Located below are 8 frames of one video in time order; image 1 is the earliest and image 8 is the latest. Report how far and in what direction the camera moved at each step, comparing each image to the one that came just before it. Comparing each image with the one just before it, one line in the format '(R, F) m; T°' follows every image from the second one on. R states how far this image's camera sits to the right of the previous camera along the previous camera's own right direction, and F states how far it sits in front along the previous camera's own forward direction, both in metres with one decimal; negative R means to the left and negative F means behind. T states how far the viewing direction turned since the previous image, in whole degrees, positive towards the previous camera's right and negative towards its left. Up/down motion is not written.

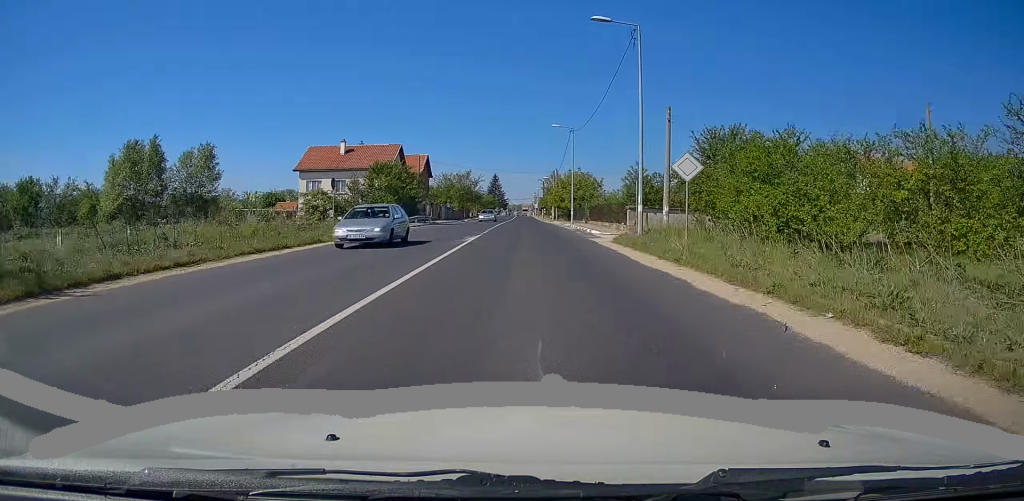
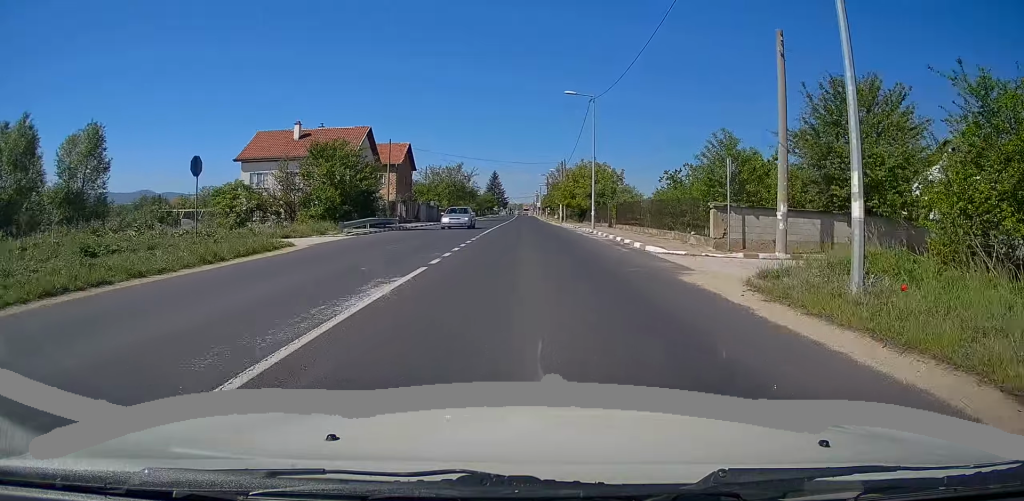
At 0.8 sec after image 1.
(+0.1, +15.2) m; 0°
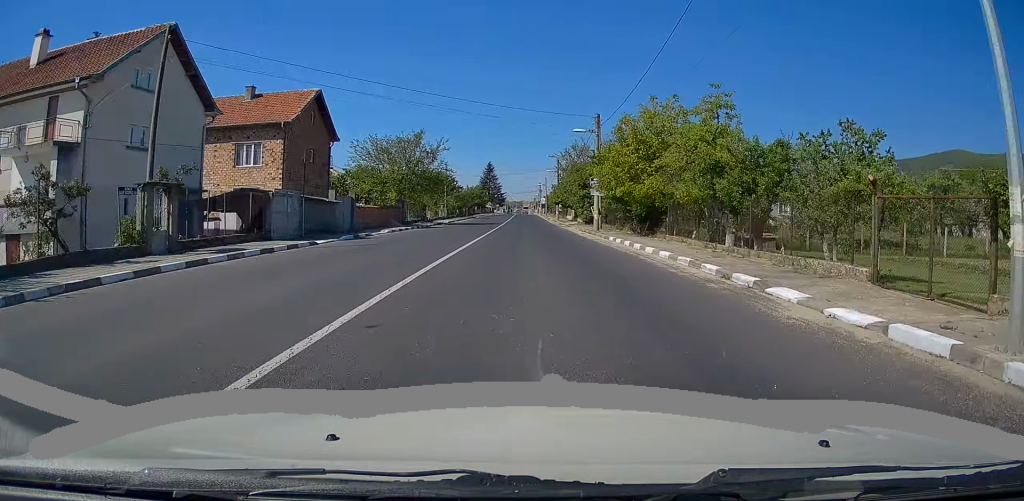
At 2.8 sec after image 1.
(-0.2, +33.8) m; -1°
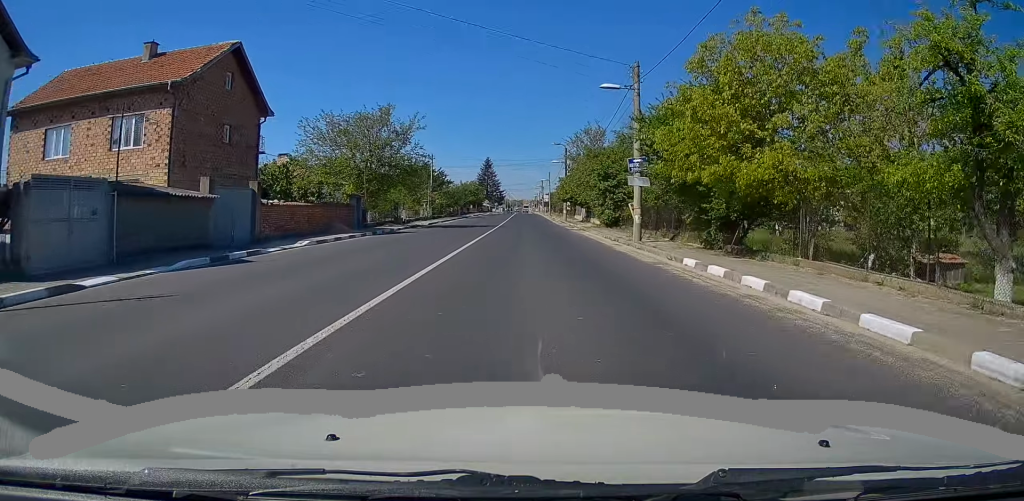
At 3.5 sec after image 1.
(-0.1, +12.9) m; 0°
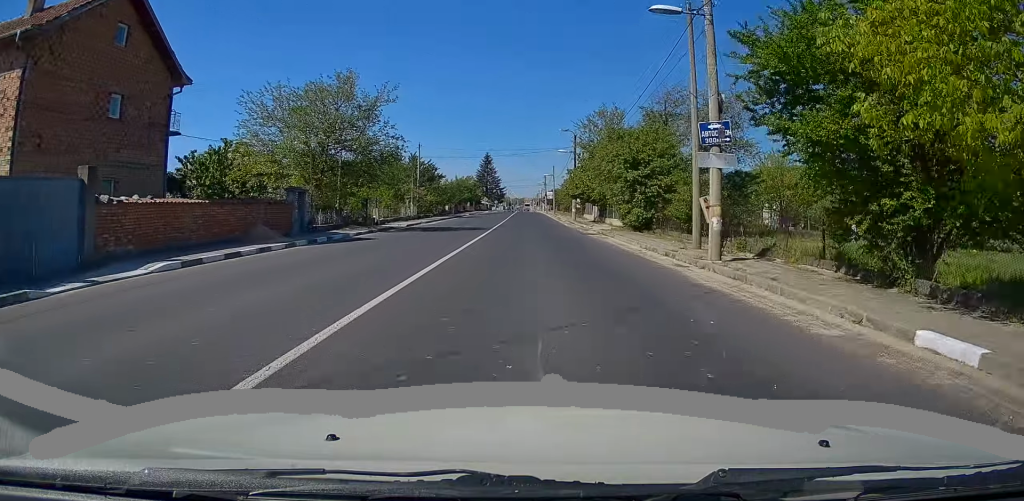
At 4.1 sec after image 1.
(-0.1, +9.3) m; 0°
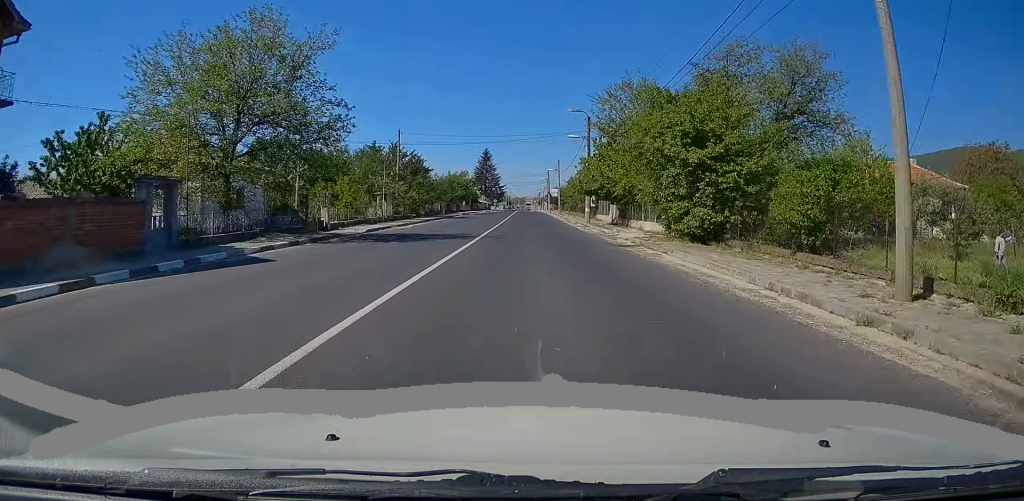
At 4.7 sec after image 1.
(+0.1, +10.2) m; 0°
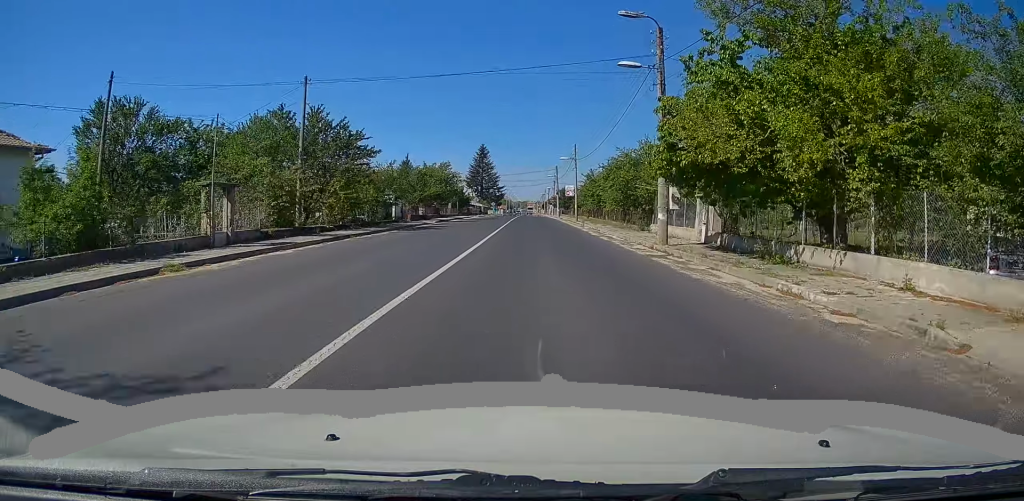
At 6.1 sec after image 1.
(-0.4, +22.0) m; -1°
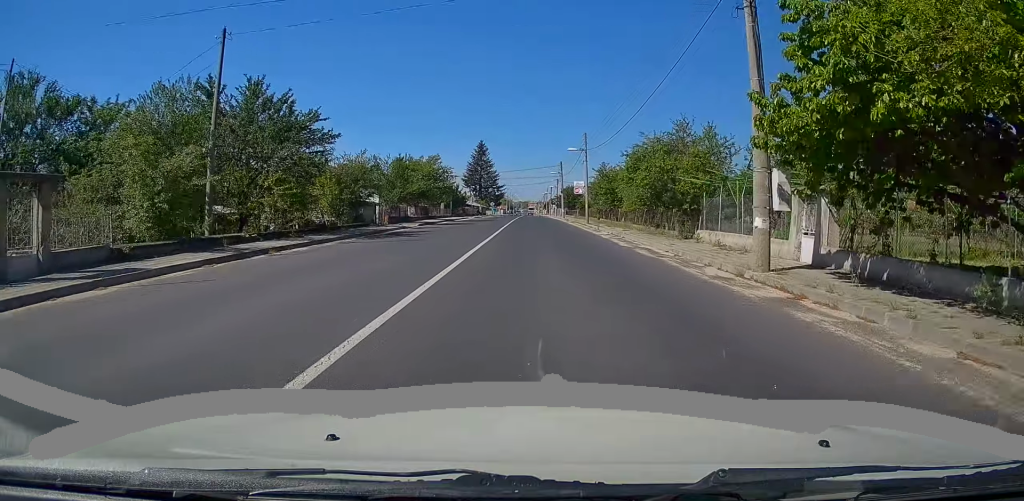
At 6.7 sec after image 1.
(+0.1, +8.3) m; 0°
